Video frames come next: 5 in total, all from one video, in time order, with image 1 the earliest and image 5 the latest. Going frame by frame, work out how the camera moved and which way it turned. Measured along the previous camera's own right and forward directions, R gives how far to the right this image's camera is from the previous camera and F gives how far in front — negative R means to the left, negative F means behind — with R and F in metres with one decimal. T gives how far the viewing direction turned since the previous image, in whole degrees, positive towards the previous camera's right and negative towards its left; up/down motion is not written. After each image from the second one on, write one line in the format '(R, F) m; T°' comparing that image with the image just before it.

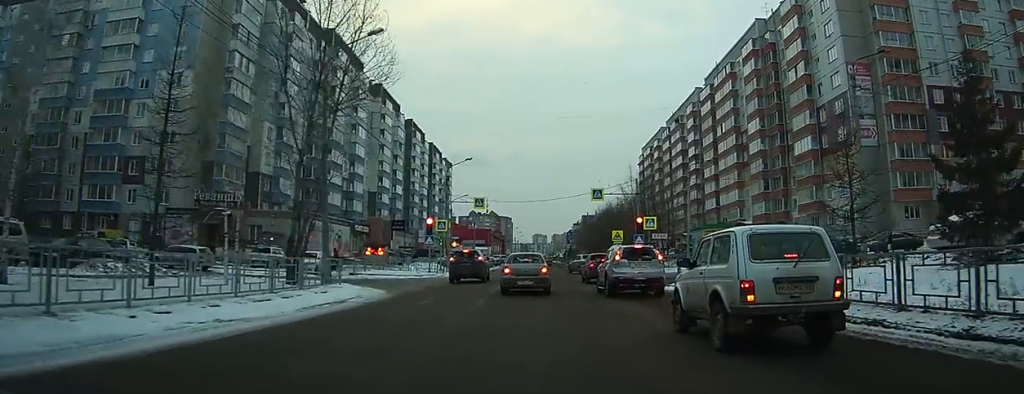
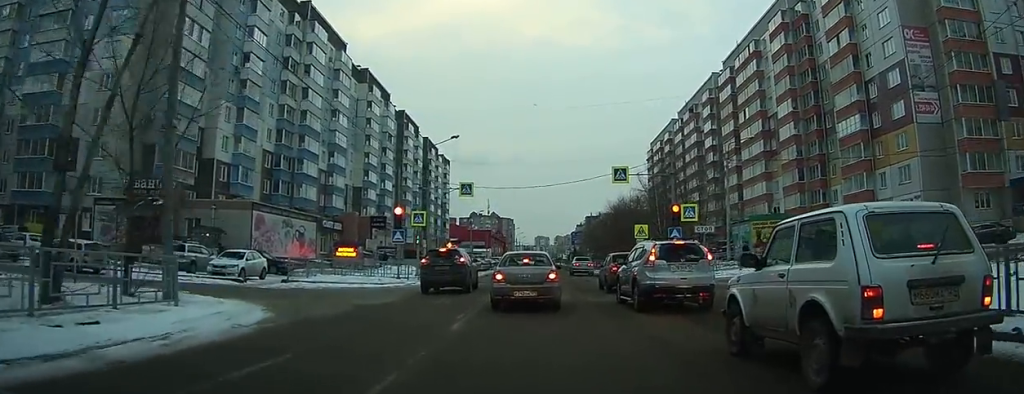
(+0.2, +12.1) m; -1°
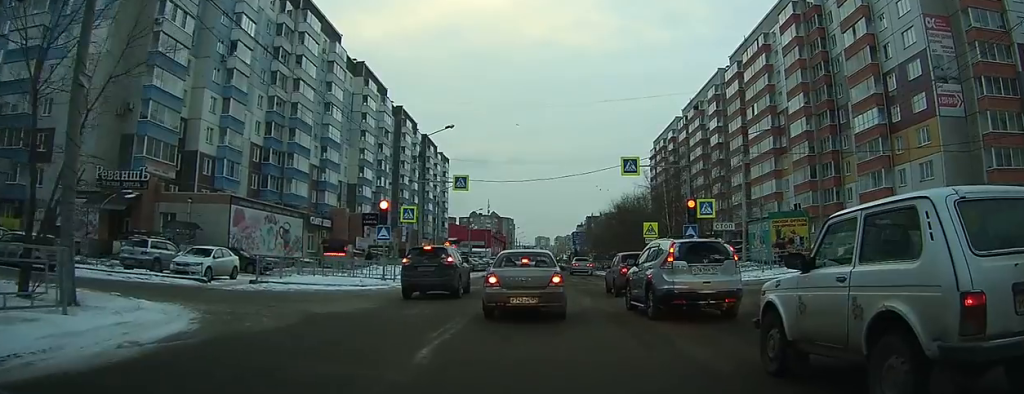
(-0.1, +3.4) m; -2°
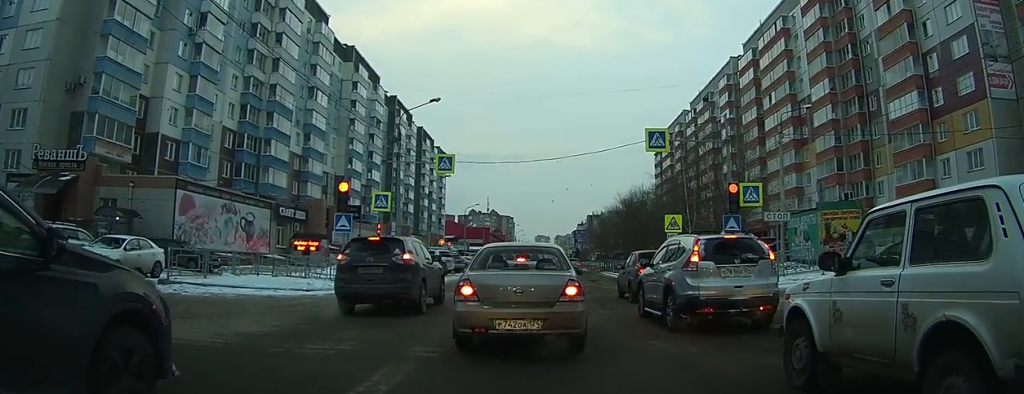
(0.0, +7.3) m; -2°
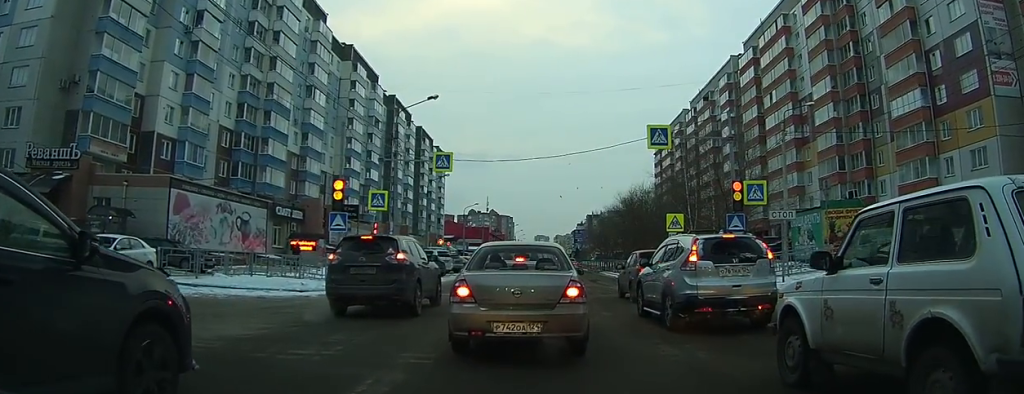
(0.0, +0.7) m; 0°
